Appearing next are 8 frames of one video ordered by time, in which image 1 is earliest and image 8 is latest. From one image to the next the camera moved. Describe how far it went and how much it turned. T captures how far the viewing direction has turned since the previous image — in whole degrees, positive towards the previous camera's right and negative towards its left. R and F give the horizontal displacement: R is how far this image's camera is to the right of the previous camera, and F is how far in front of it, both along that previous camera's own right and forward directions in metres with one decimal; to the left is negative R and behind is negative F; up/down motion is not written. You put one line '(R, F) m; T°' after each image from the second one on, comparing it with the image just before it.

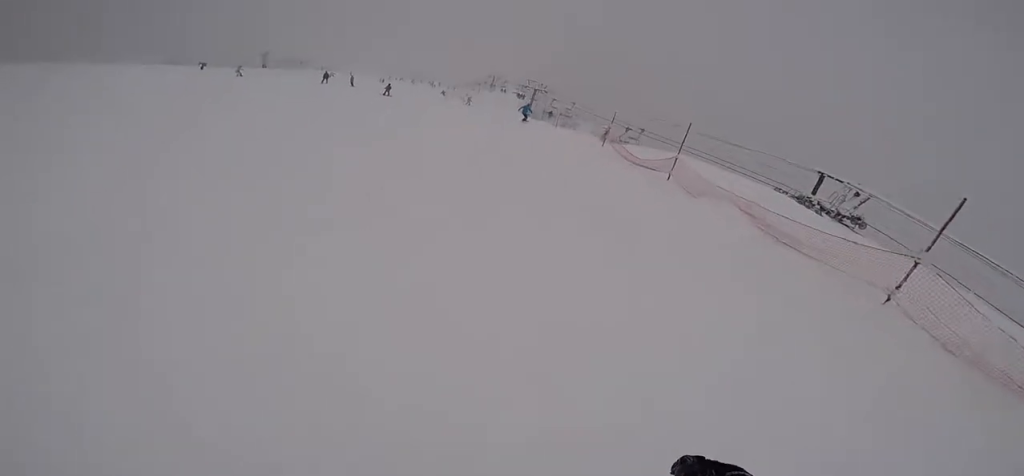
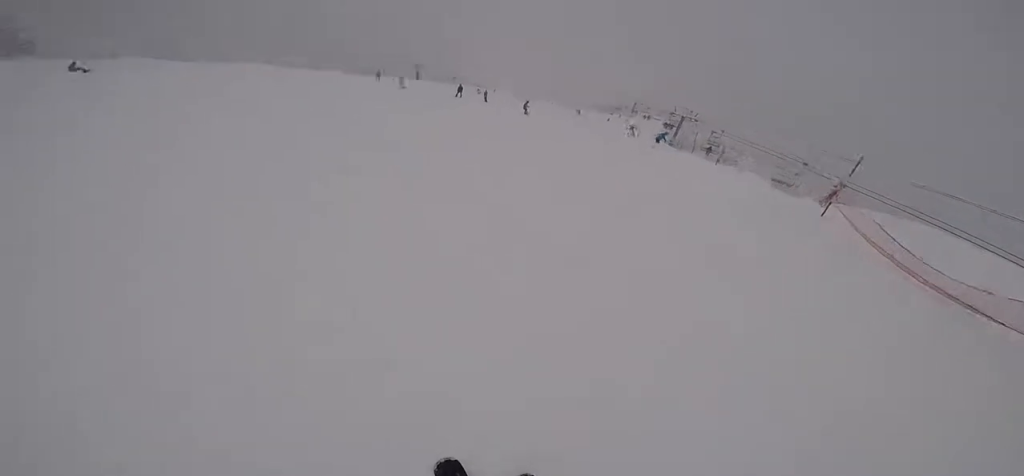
(-0.2, +4.8) m; +2°
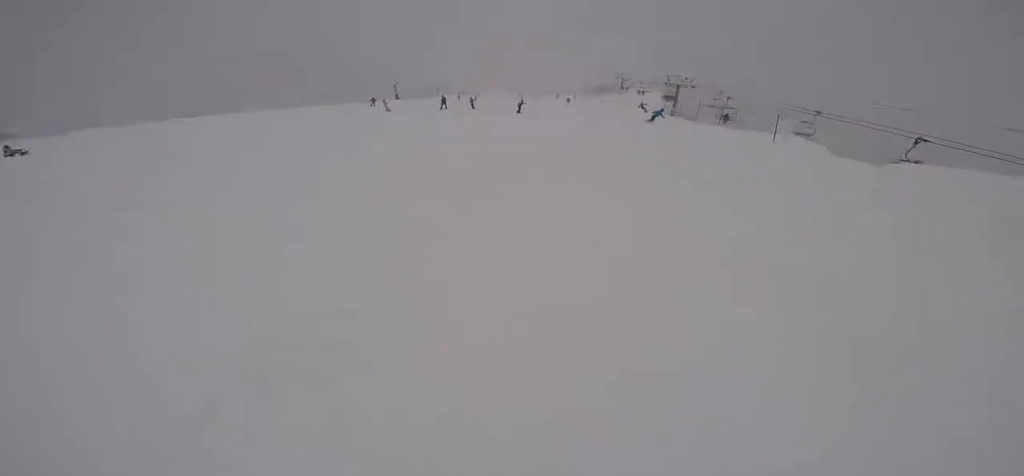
(0.0, +2.9) m; +6°
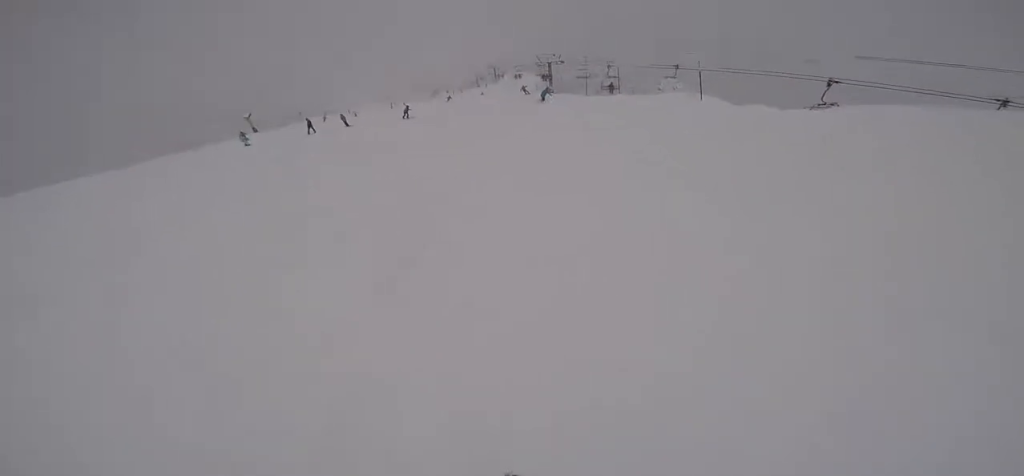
(0.0, +2.3) m; +5°
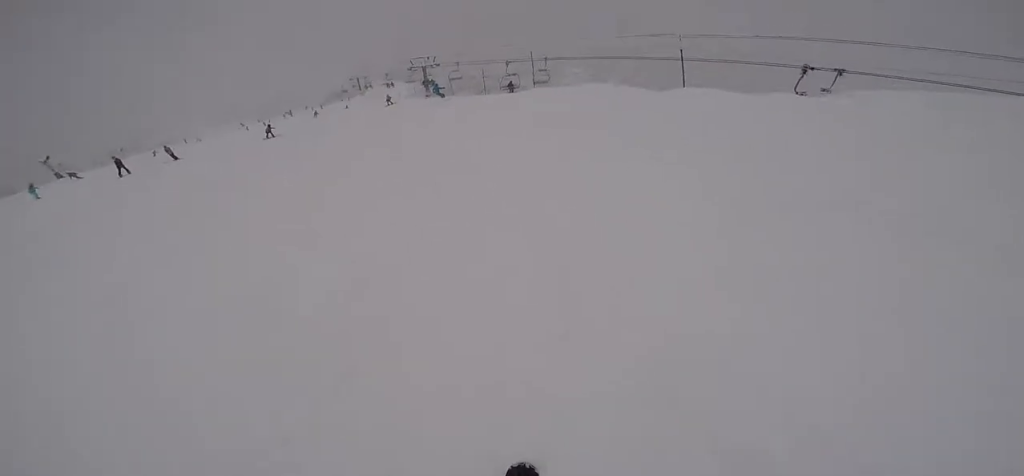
(+0.4, +3.9) m; +8°
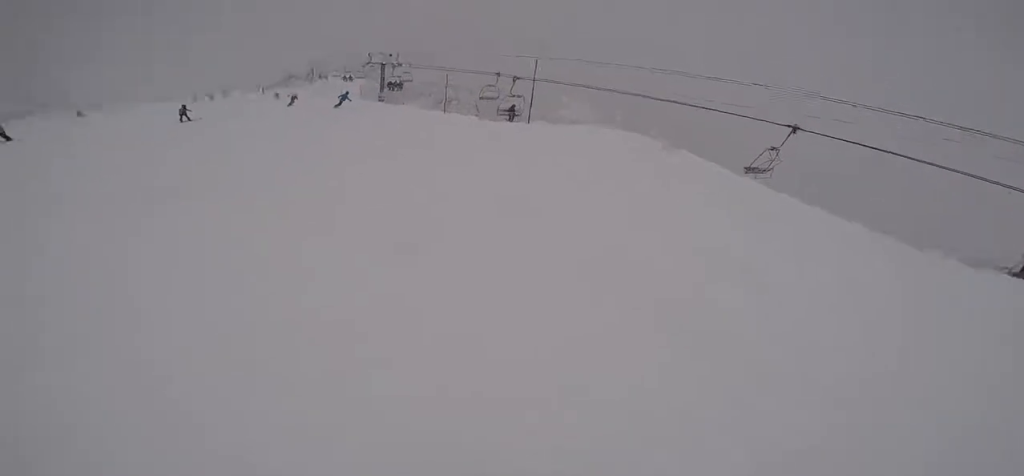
(+0.6, +6.8) m; -20°
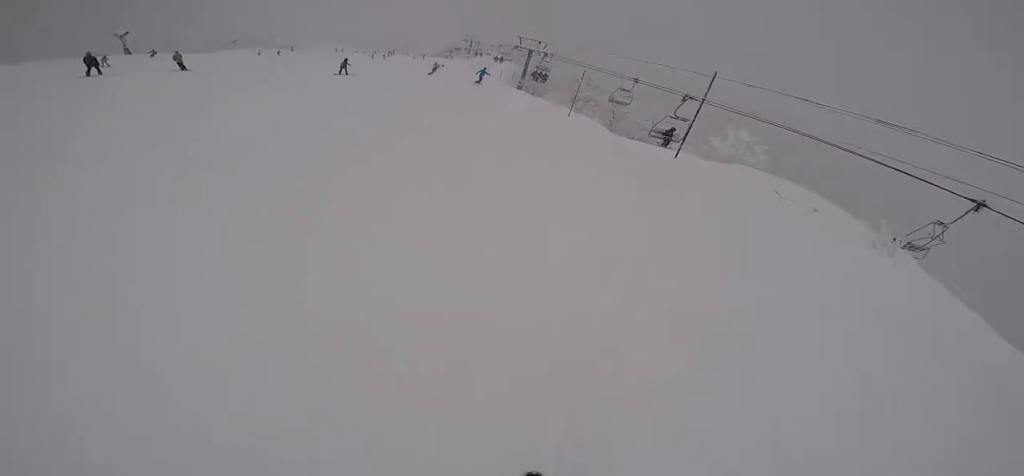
(-0.9, +2.1) m; -8°
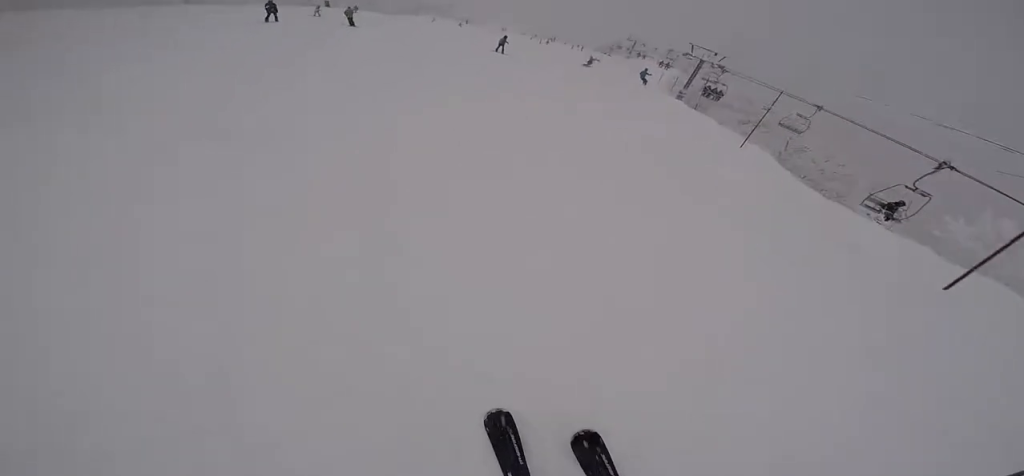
(-1.1, +2.3) m; -8°
